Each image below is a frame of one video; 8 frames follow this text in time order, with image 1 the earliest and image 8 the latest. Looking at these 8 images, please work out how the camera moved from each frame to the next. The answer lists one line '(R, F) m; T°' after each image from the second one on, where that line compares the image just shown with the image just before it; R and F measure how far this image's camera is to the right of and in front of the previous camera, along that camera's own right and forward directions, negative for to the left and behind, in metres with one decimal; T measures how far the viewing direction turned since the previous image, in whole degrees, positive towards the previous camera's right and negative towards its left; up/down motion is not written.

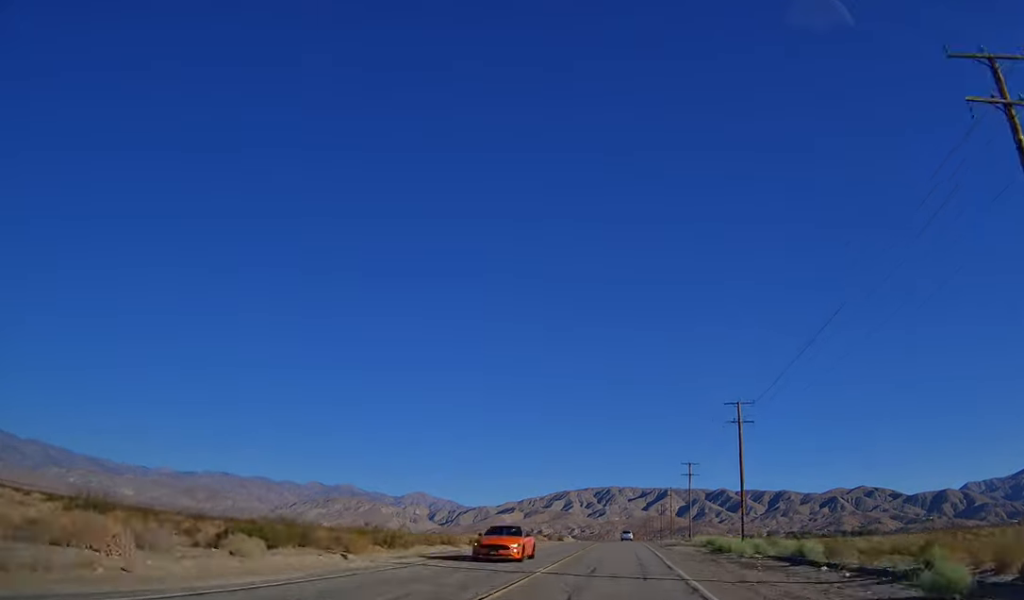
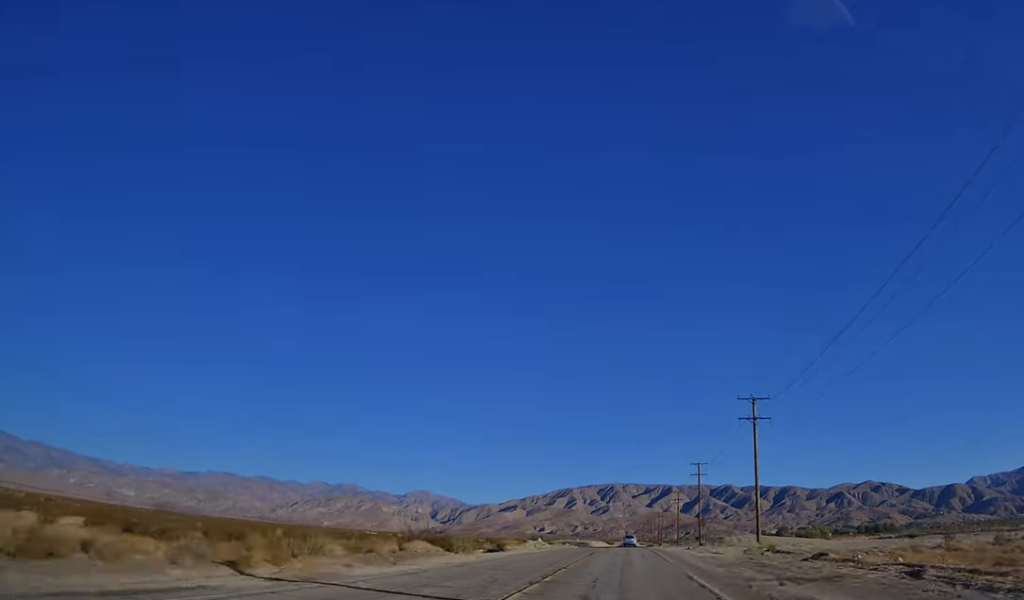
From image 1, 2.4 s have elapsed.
(+0.8, +58.1) m; 0°
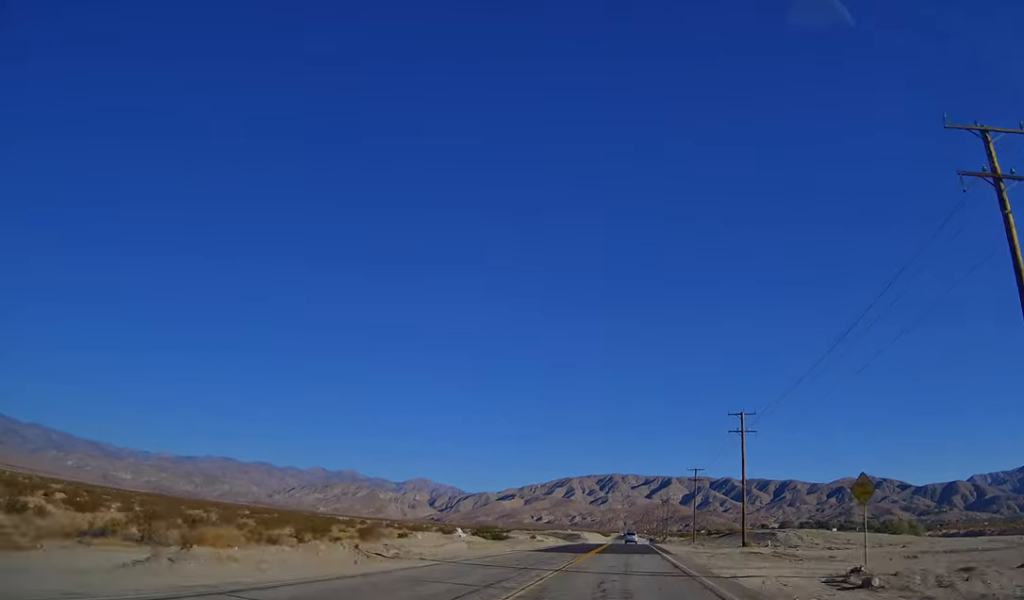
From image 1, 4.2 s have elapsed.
(-0.7, +43.5) m; -1°
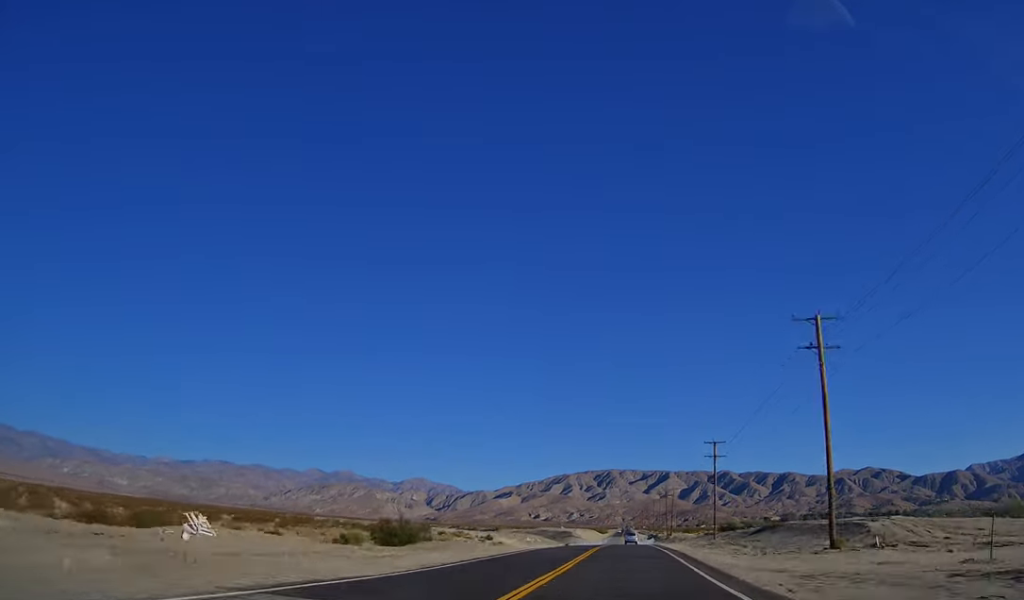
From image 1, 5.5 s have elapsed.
(0.0, +30.7) m; 0°
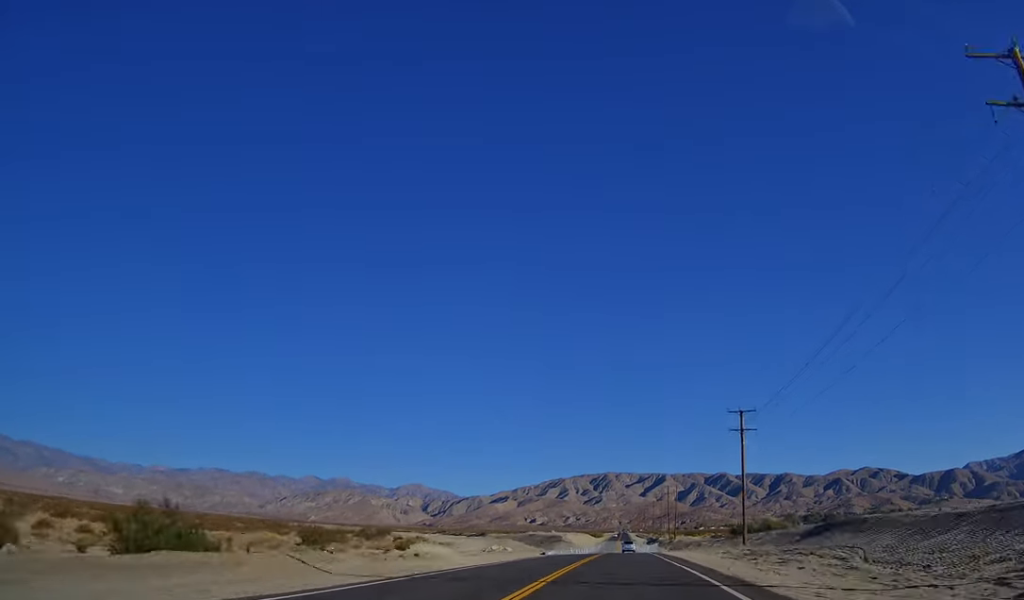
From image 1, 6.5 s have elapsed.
(0.0, +25.9) m; 0°
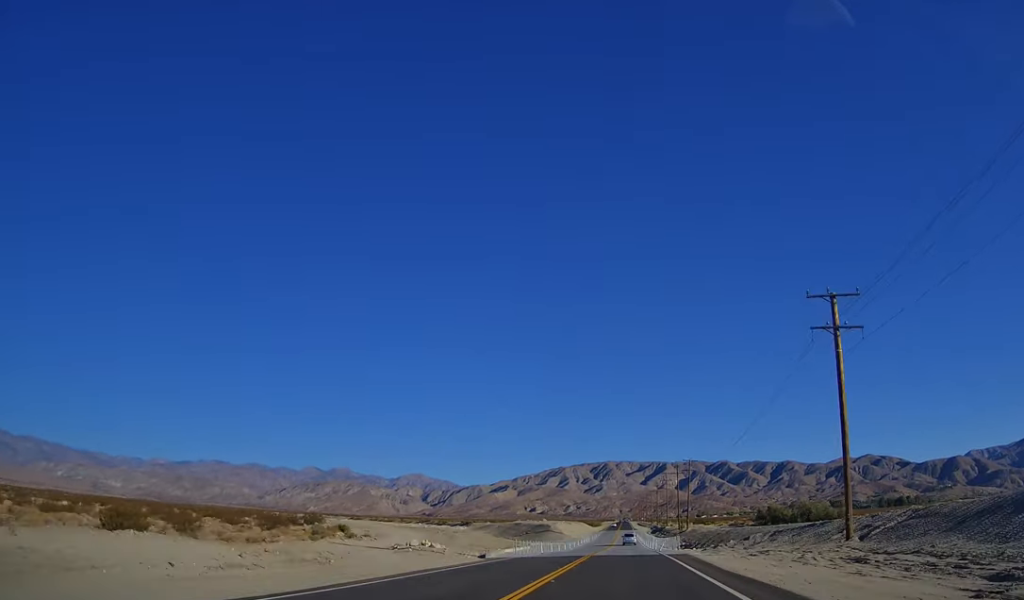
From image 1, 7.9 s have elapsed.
(0.0, +32.5) m; 0°
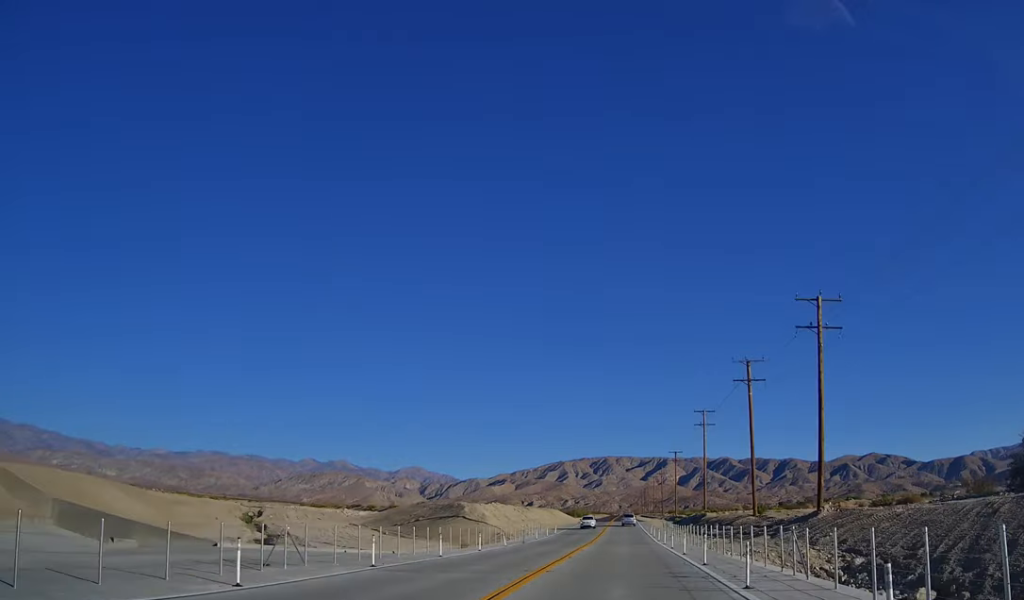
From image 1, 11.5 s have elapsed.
(+0.7, +89.5) m; 0°
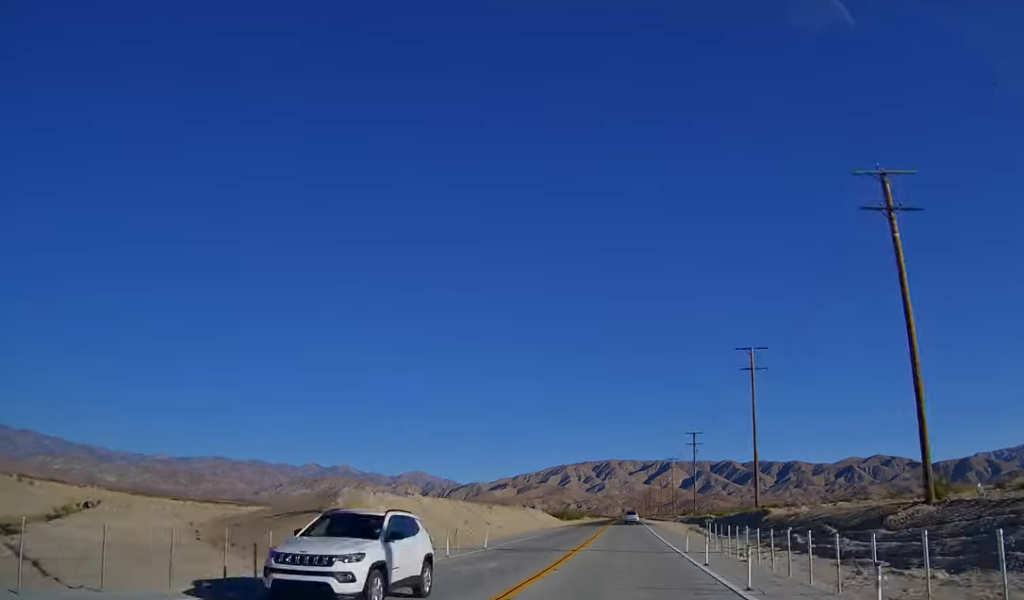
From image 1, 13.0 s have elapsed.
(-0.1, +35.9) m; 0°
